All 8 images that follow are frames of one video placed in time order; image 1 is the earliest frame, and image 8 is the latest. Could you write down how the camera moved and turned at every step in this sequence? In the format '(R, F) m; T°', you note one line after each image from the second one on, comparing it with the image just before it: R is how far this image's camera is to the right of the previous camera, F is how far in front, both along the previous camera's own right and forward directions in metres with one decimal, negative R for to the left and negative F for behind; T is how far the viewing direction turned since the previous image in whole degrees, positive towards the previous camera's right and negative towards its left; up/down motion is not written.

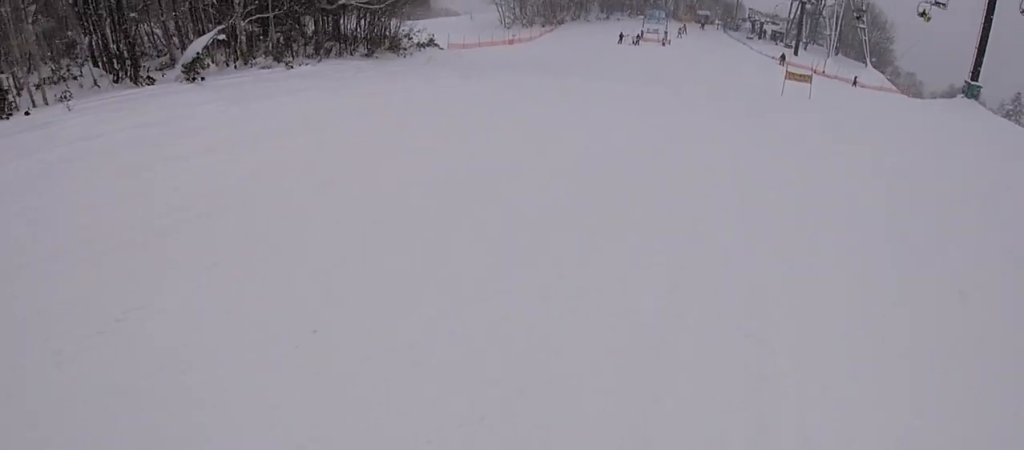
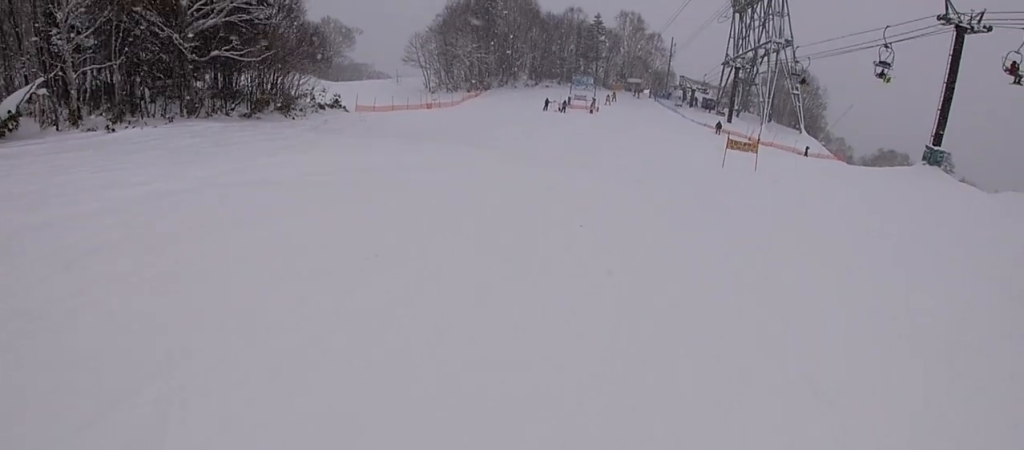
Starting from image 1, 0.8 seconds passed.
(-0.2, +6.6) m; -2°
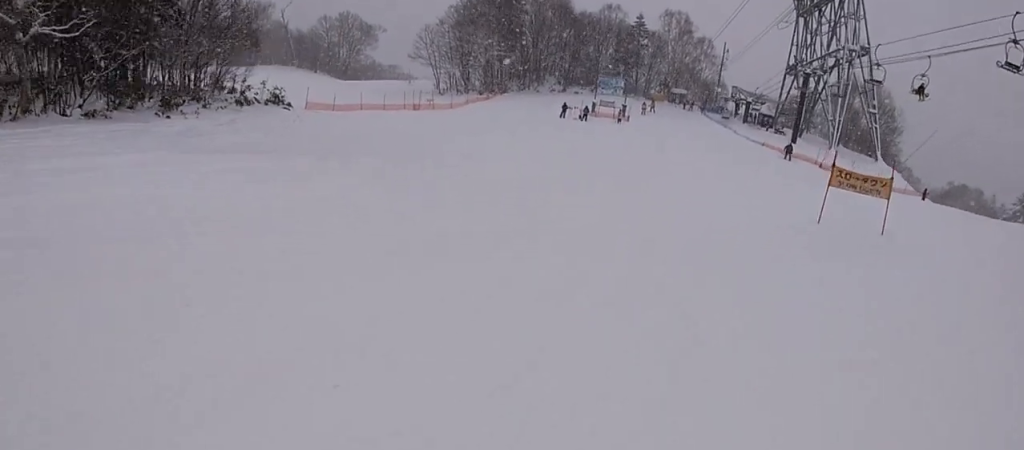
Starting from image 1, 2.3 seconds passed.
(-0.3, +14.3) m; -1°
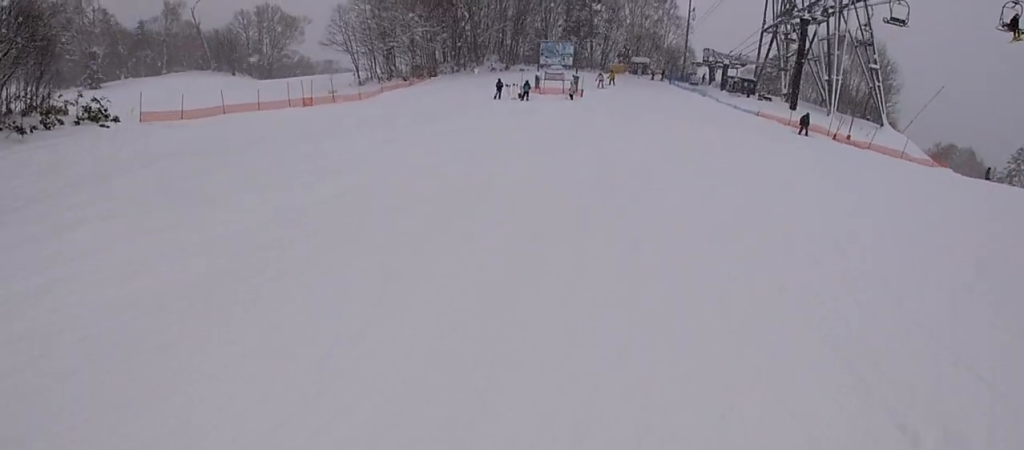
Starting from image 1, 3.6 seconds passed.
(0.0, +12.1) m; 0°
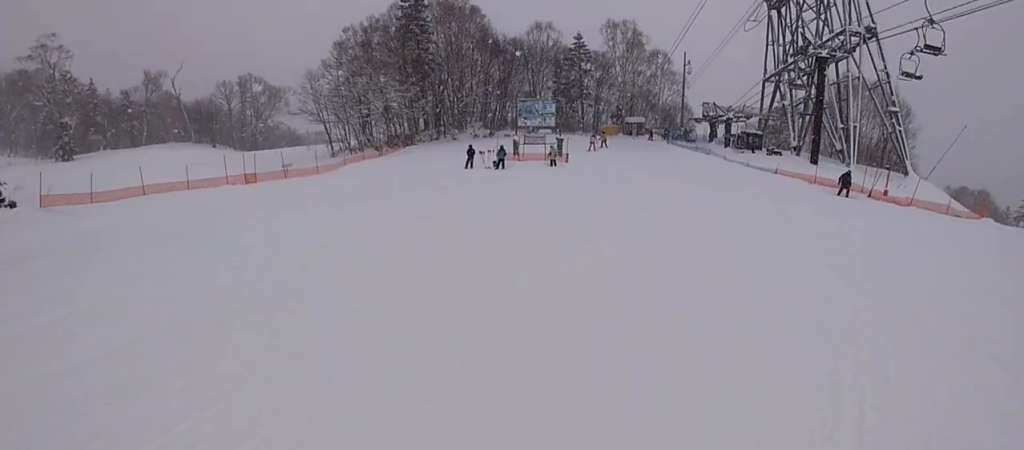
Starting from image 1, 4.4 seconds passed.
(0.0, +7.1) m; 0°
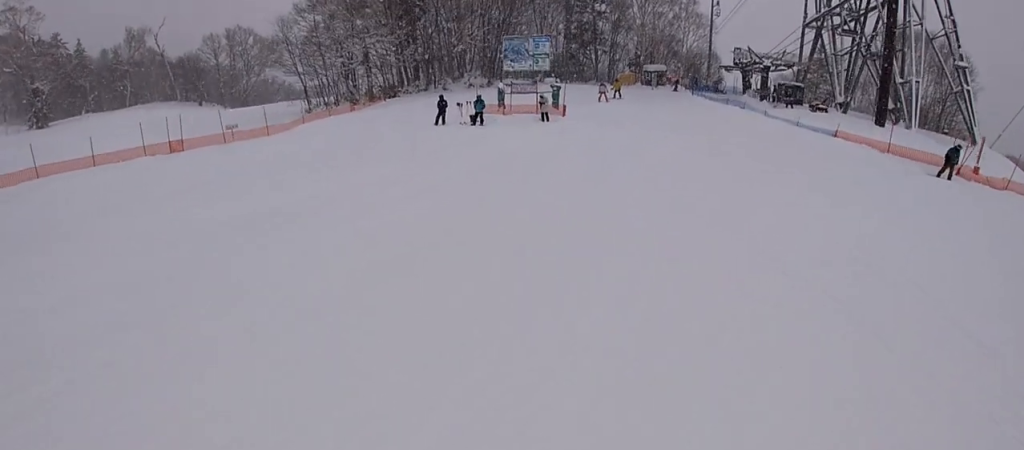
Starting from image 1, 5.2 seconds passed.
(0.0, +7.7) m; +2°
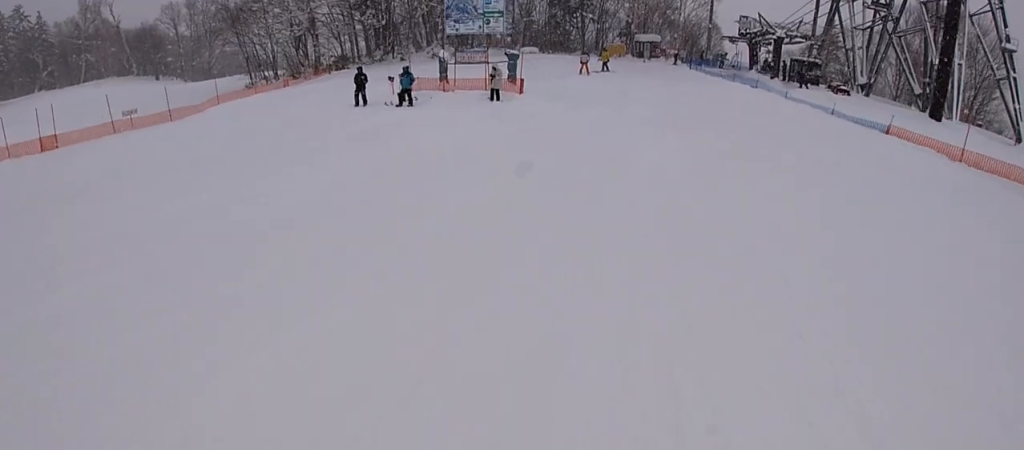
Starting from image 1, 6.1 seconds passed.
(+0.3, +7.2) m; 0°
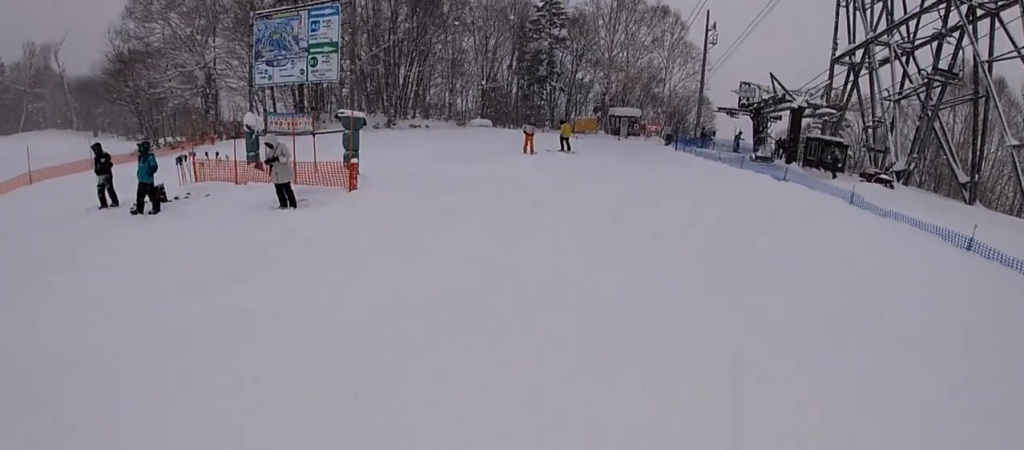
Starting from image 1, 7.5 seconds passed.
(-0.2, +11.6) m; +2°
